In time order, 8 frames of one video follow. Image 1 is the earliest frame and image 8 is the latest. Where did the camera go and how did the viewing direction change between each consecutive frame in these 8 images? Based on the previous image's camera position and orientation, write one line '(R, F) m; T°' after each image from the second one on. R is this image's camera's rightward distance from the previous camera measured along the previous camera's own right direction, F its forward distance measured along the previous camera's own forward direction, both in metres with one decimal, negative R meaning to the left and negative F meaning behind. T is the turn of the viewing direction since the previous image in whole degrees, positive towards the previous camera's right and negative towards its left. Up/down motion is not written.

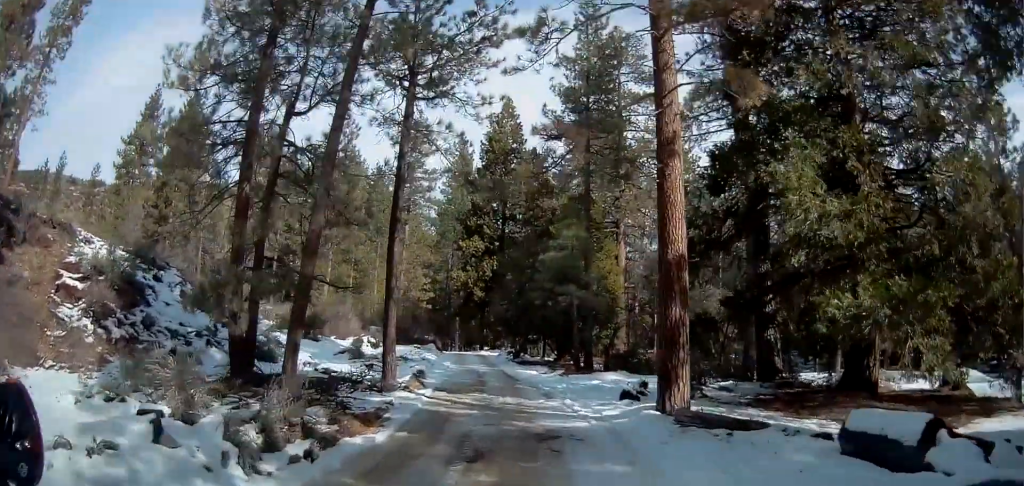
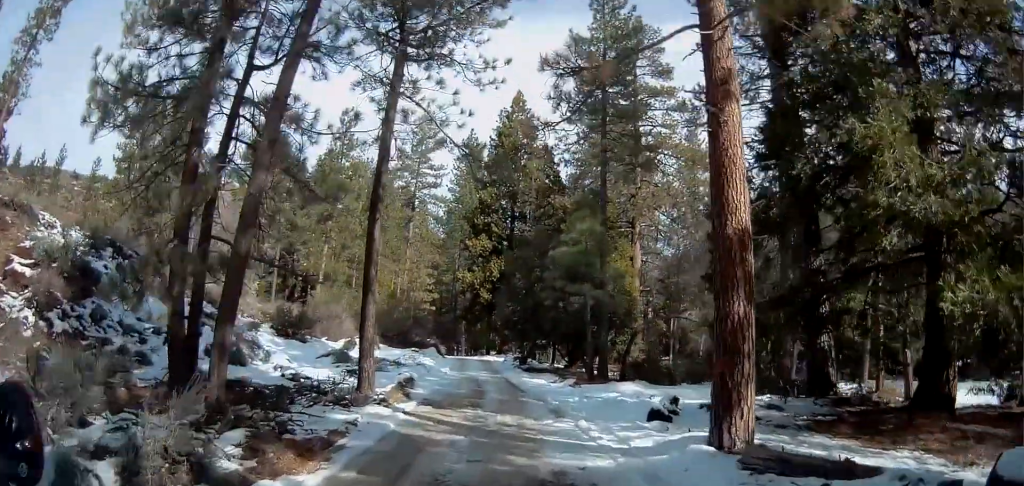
(-0.1, +3.5) m; -1°
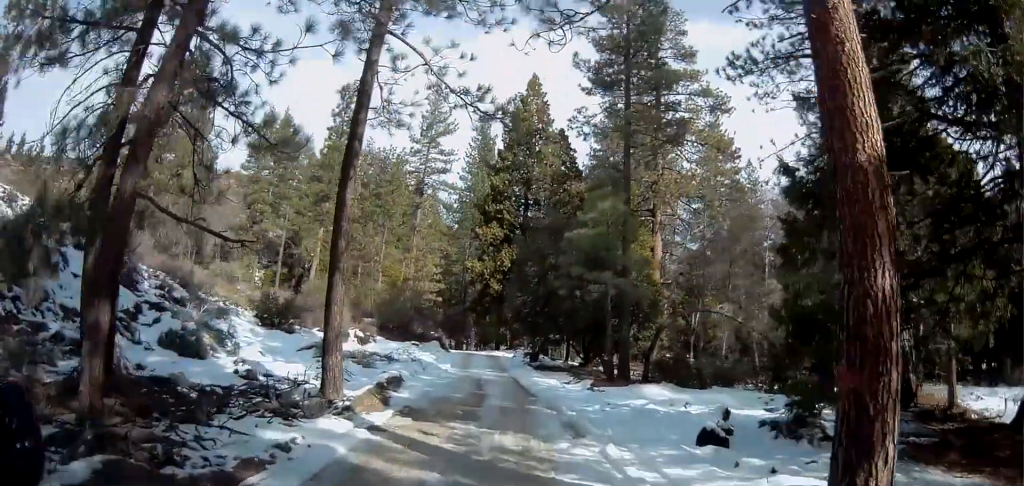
(0.0, +3.7) m; -1°
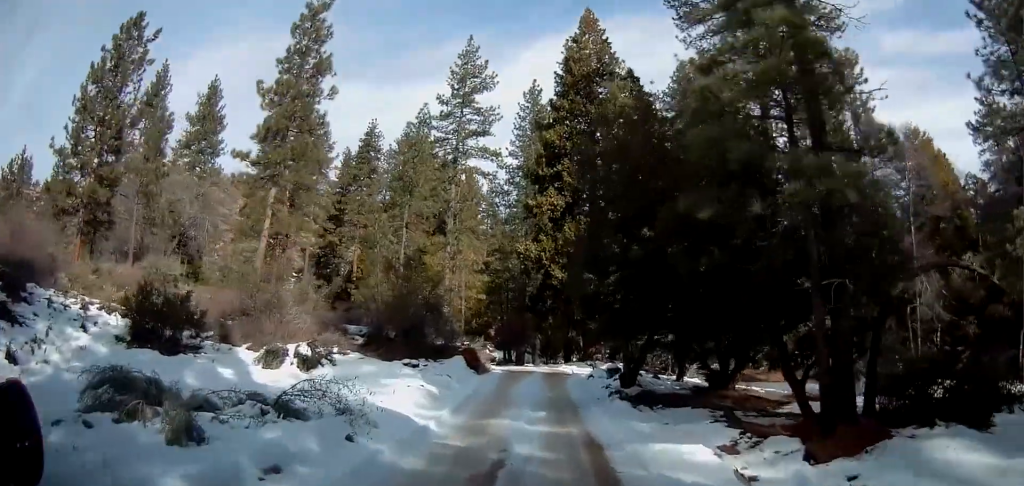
(-1.4, +15.3) m; -8°
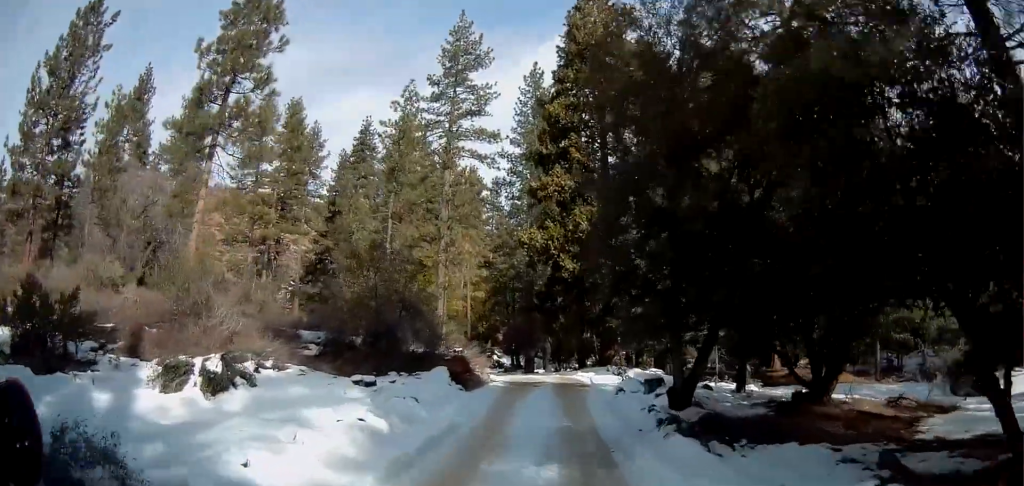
(-0.1, +5.9) m; 0°
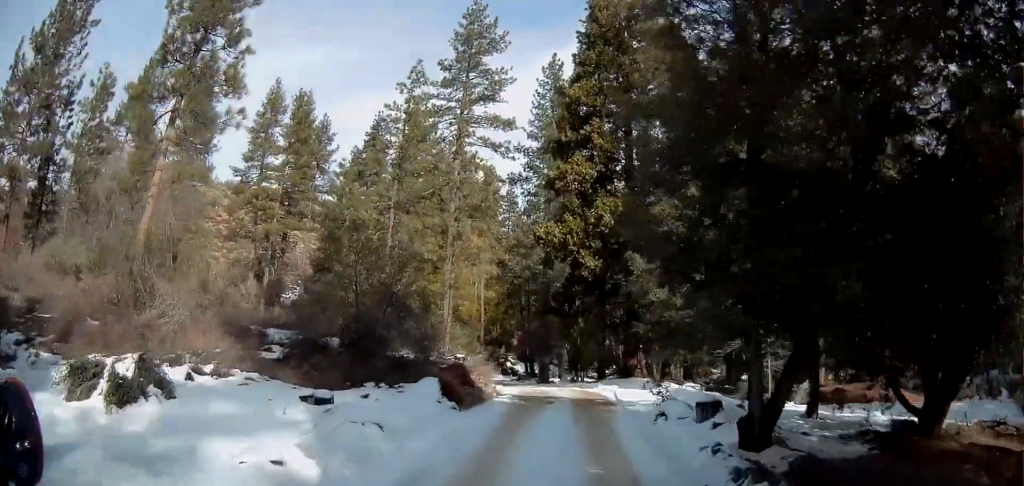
(0.0, +3.7) m; 0°
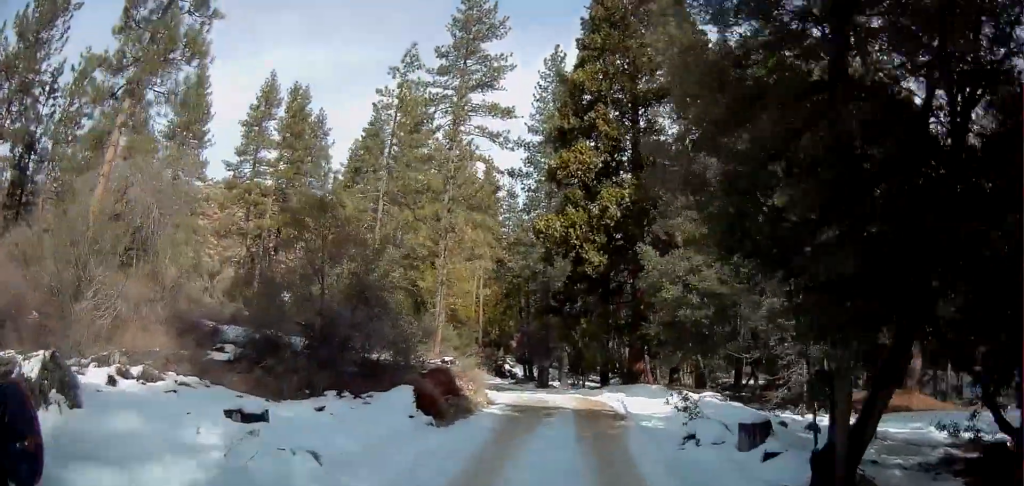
(0.0, +2.6) m; 0°
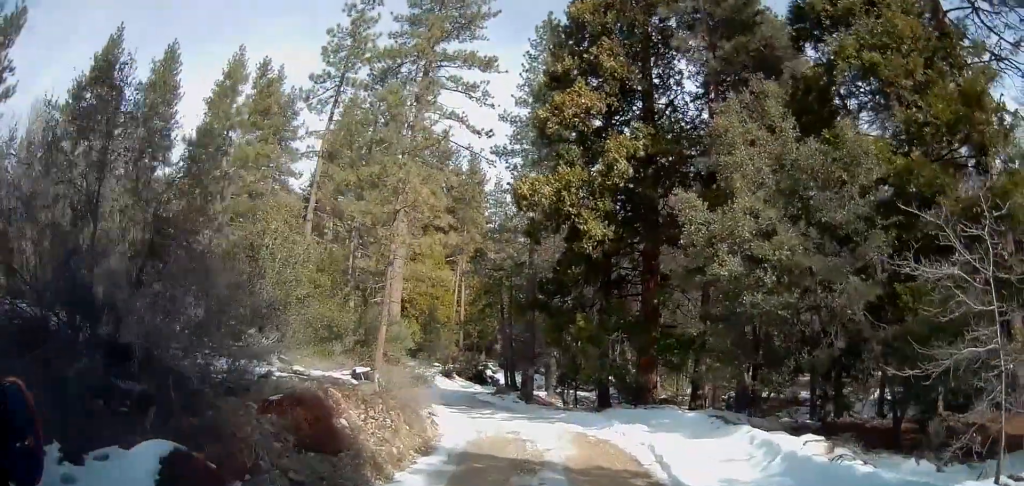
(0.0, +7.8) m; 0°
